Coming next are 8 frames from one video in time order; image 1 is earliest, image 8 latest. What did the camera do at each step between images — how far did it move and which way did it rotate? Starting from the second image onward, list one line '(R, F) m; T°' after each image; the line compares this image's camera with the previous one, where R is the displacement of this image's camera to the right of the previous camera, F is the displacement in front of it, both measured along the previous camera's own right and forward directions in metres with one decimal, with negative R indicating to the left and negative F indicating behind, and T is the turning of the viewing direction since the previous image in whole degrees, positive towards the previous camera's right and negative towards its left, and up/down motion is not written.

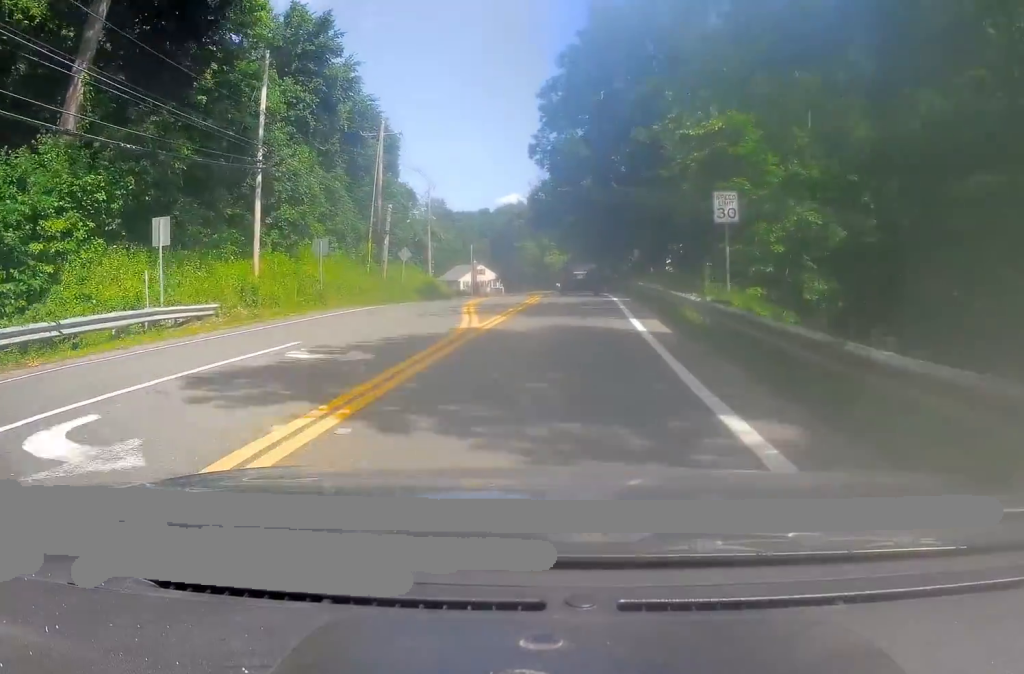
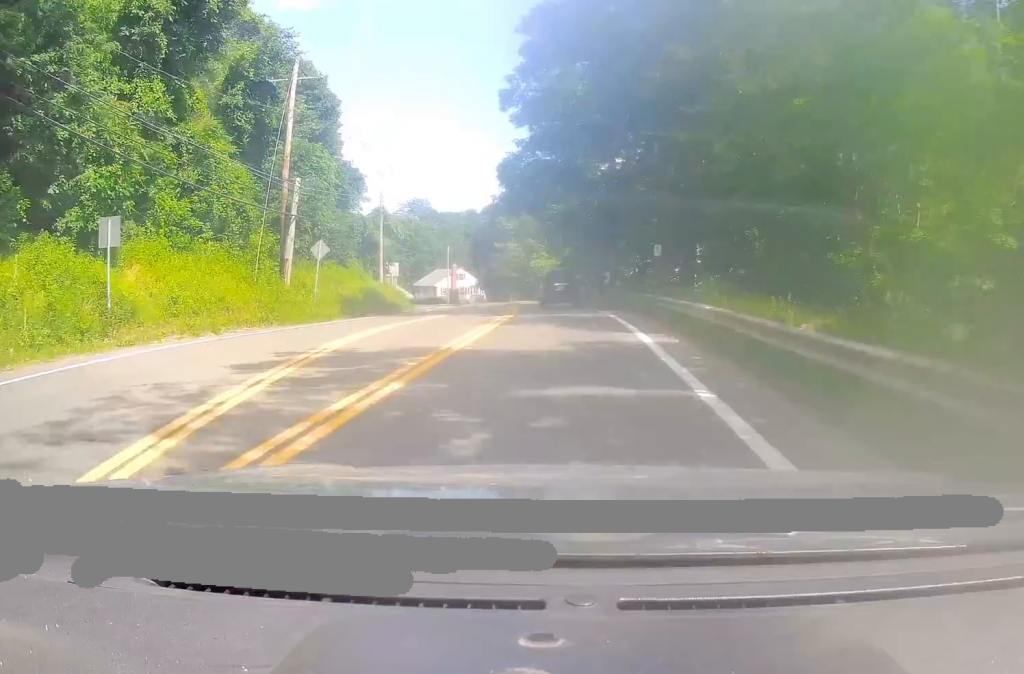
(-0.4, +16.7) m; 0°
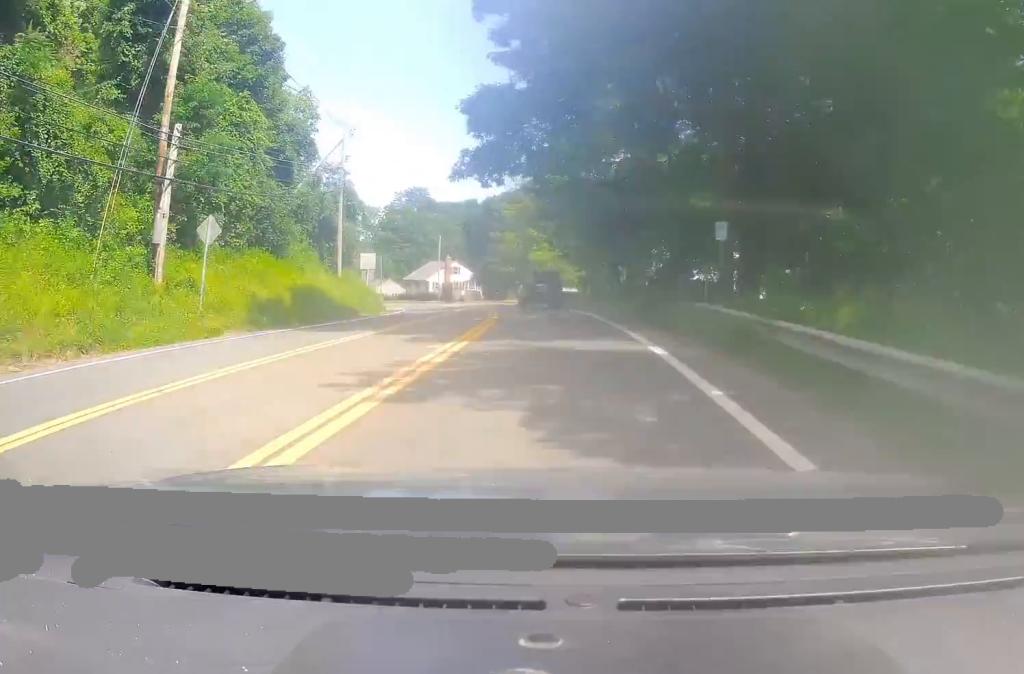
(+0.4, +12.4) m; +2°
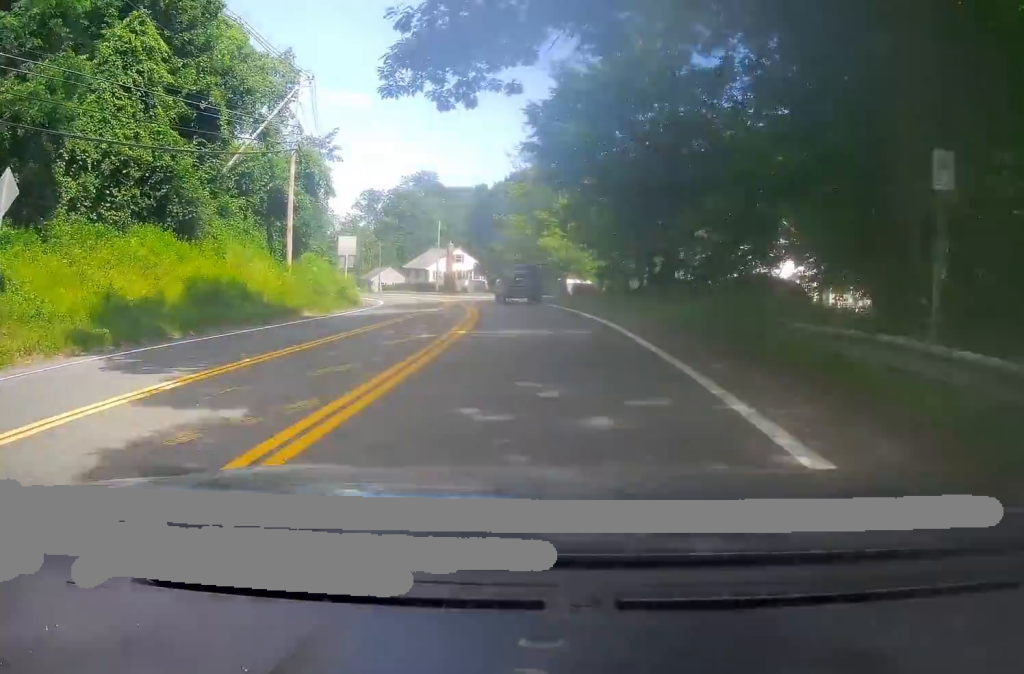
(0.0, +11.1) m; -1°
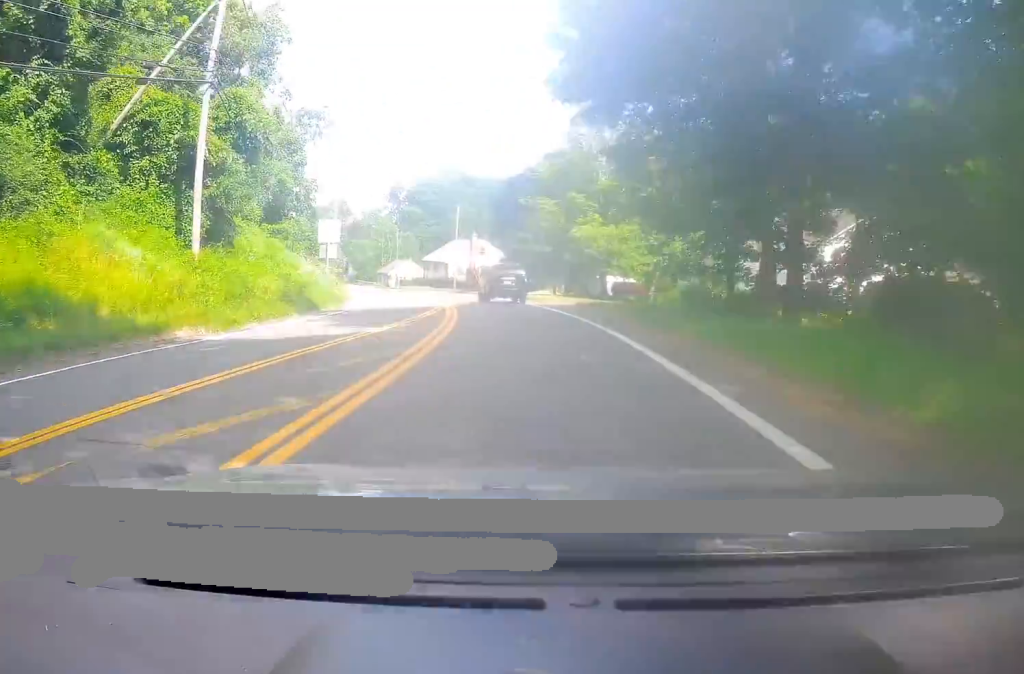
(-0.2, +13.3) m; -3°
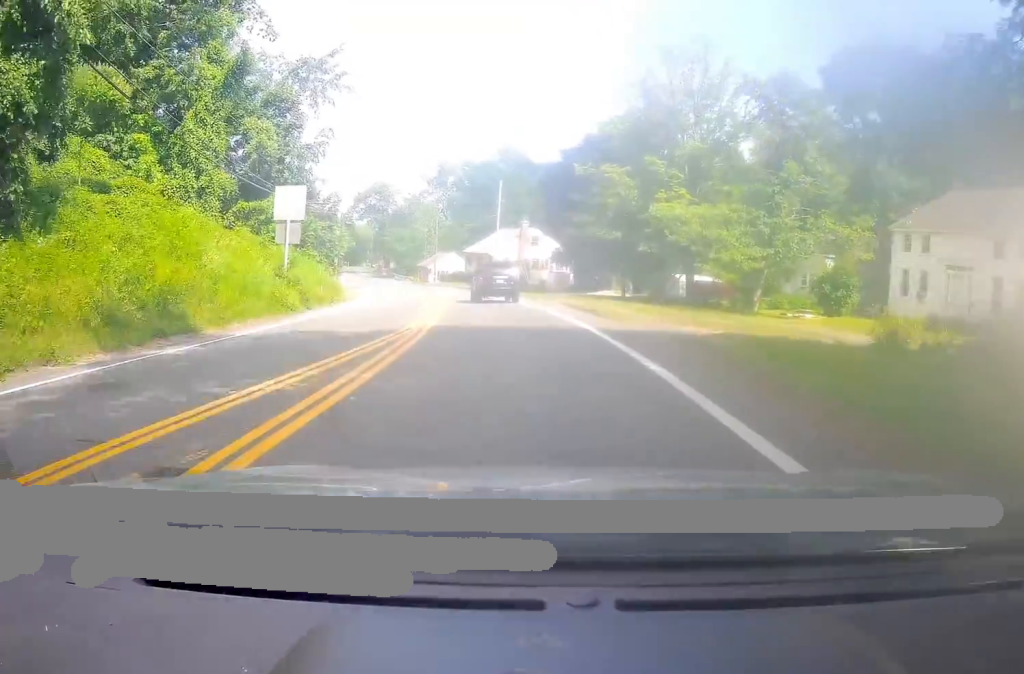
(-0.7, +16.6) m; -5°
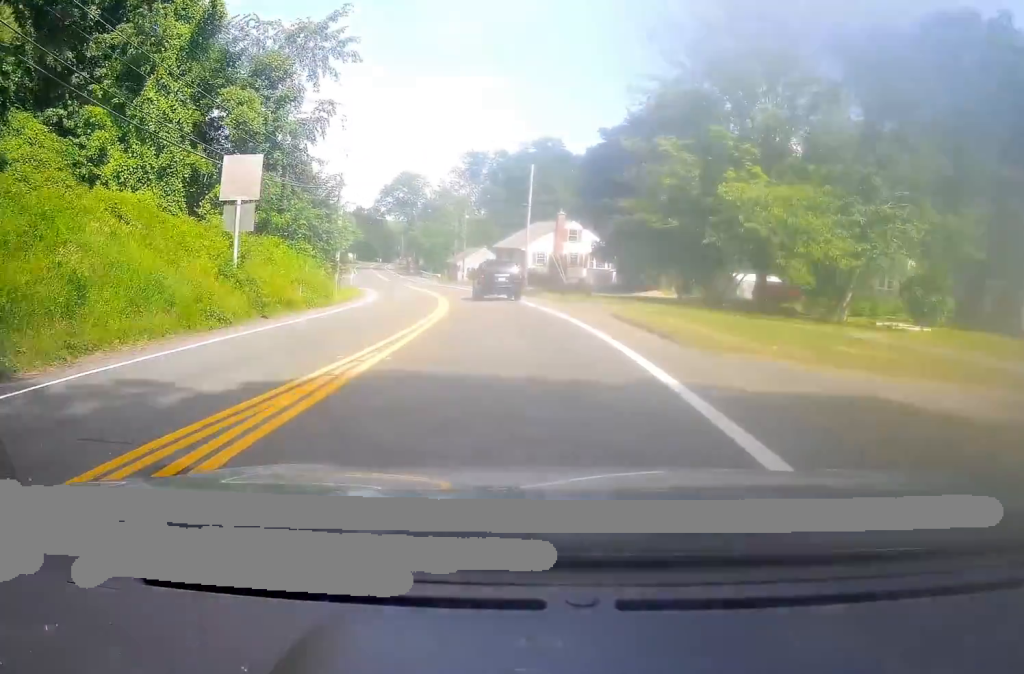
(-0.1, +9.0) m; -3°
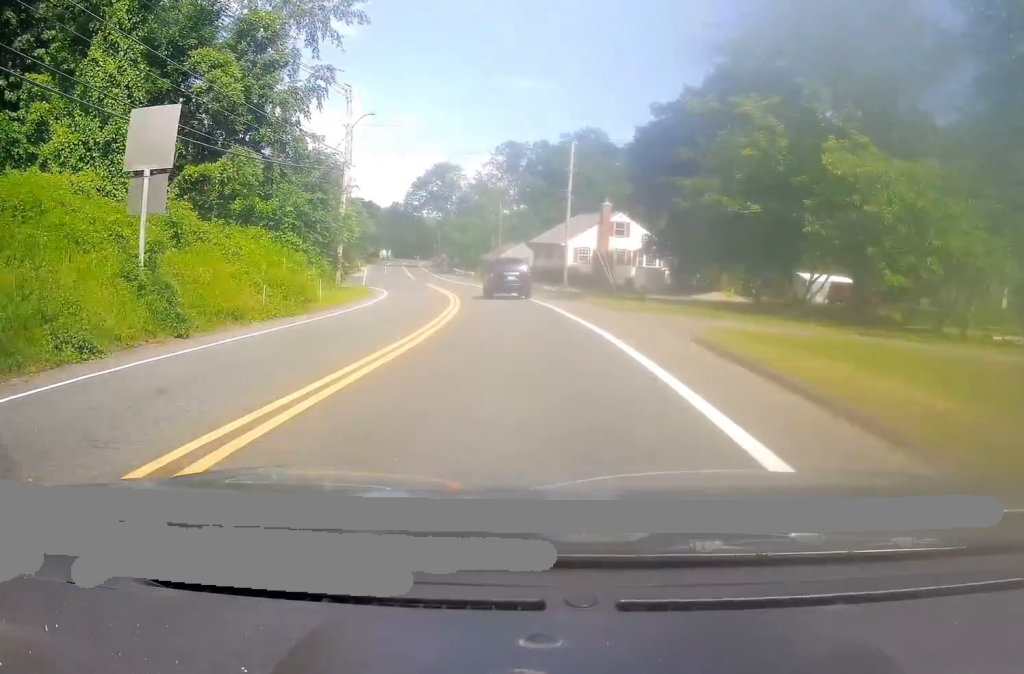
(-0.3, +8.5) m; -2°
